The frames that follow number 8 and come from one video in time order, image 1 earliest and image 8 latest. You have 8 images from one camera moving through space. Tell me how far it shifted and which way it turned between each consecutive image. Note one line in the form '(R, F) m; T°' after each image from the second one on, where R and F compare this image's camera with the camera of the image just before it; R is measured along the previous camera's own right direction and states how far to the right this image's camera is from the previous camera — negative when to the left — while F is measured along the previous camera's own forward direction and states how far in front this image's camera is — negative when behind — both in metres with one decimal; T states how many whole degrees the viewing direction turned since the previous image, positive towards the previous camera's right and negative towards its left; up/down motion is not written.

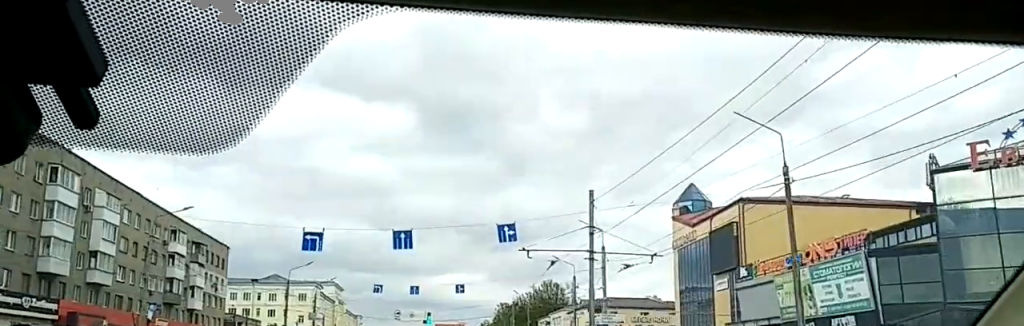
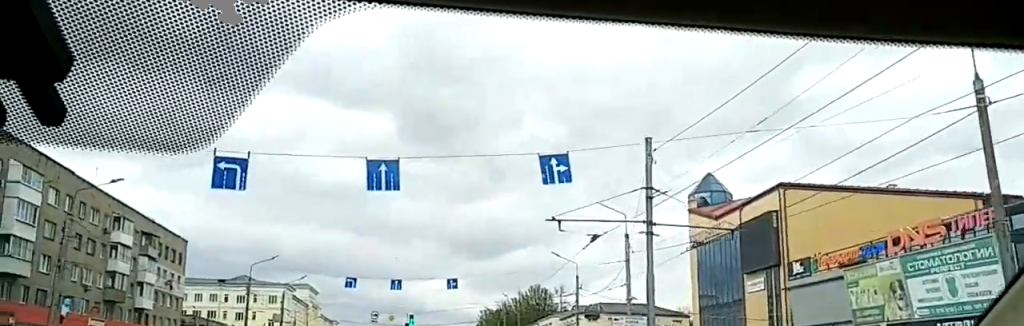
(-0.3, +11.4) m; +1°
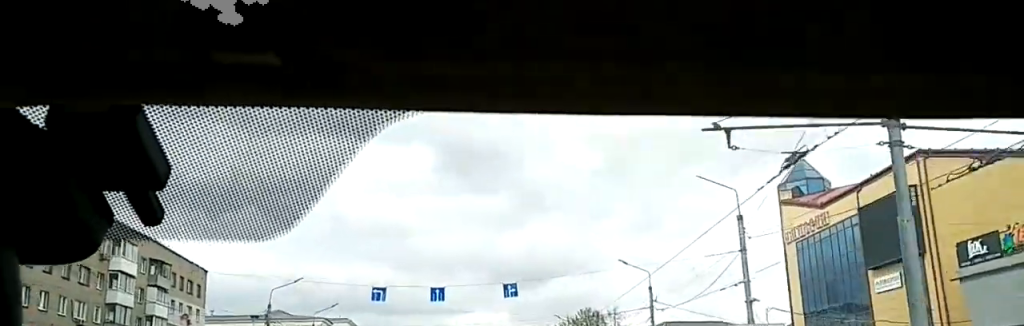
(+0.7, +13.1) m; +3°
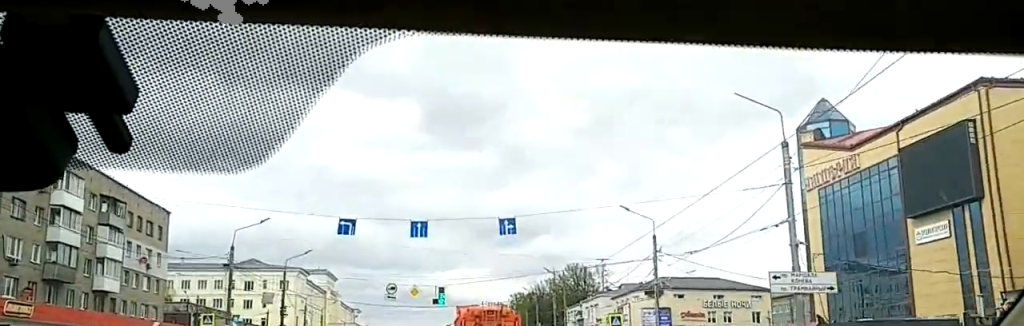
(0.0, +7.0) m; -1°
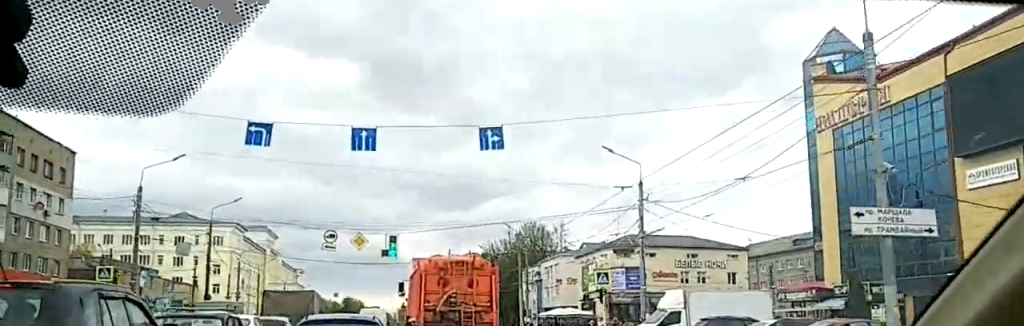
(-0.2, +8.8) m; 0°
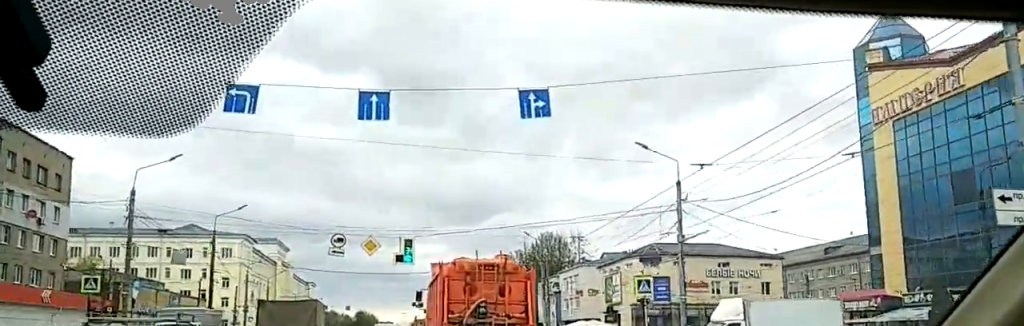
(+0.1, +4.5) m; -1°
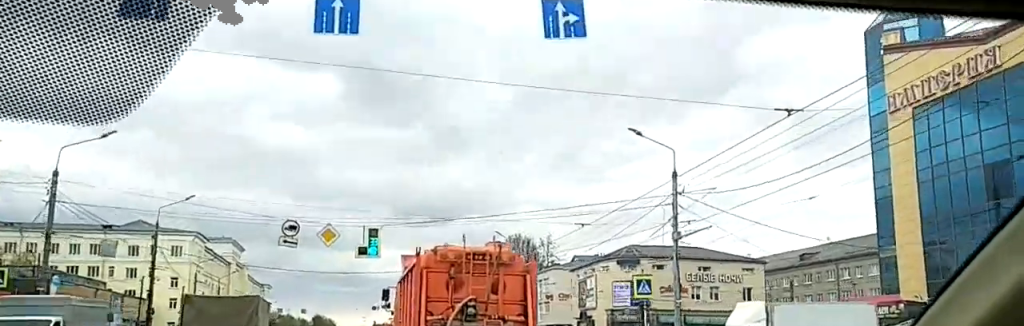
(+0.2, +4.4) m; -1°
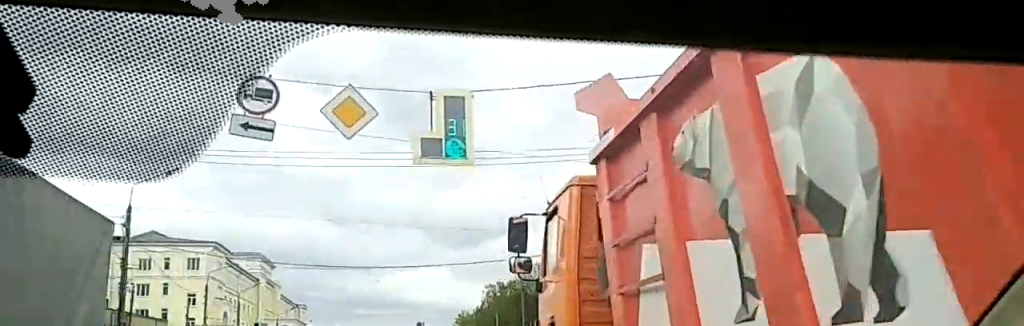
(-0.5, +19.0) m; 0°
